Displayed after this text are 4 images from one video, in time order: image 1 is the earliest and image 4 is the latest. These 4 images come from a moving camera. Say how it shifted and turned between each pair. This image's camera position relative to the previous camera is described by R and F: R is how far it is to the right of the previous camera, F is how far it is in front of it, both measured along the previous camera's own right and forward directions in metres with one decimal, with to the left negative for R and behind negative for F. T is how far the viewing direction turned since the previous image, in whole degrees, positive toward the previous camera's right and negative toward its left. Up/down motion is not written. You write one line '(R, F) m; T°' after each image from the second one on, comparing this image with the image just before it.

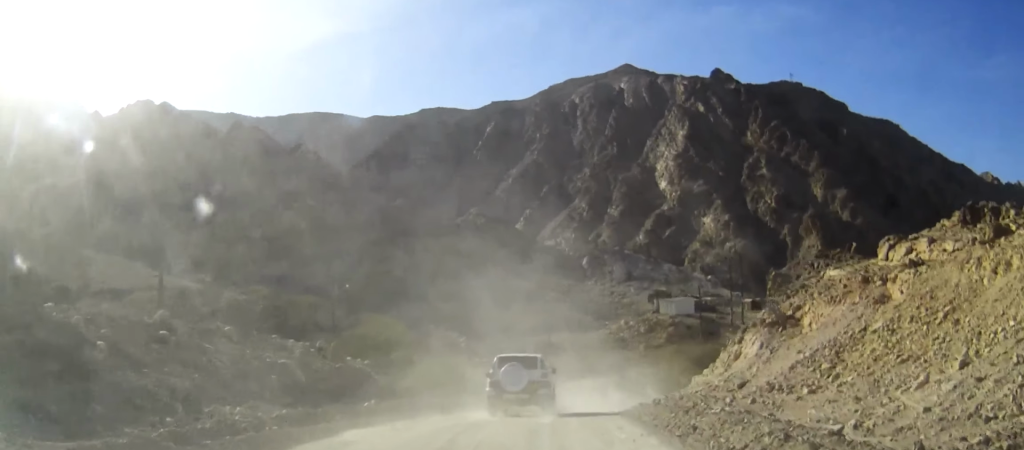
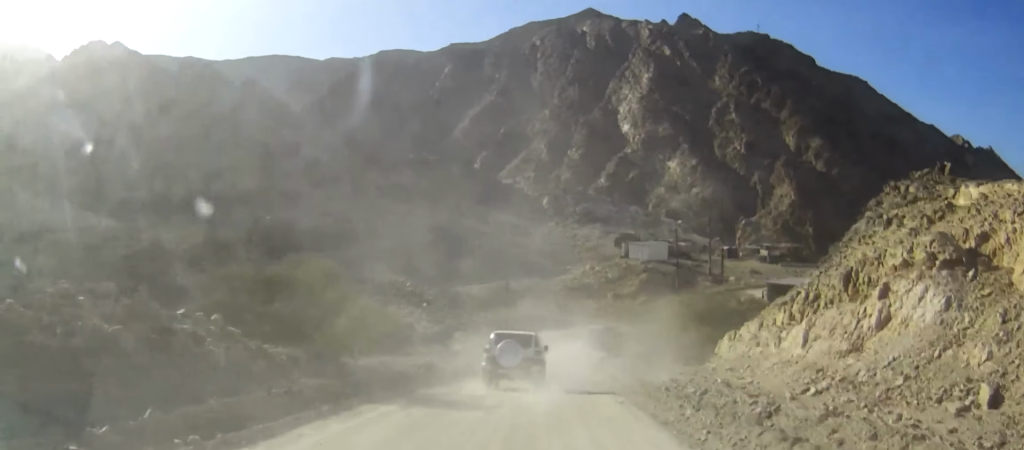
(+0.2, +9.0) m; +3°
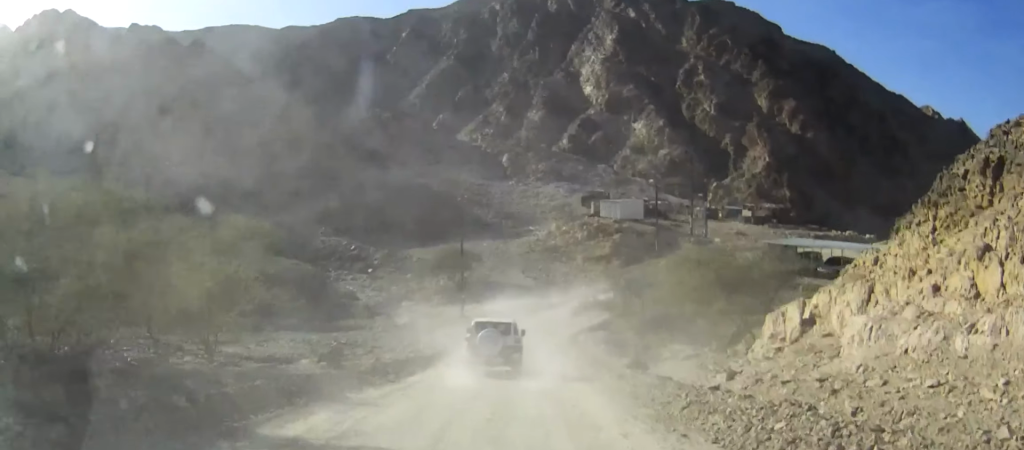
(+0.2, +9.2) m; +2°
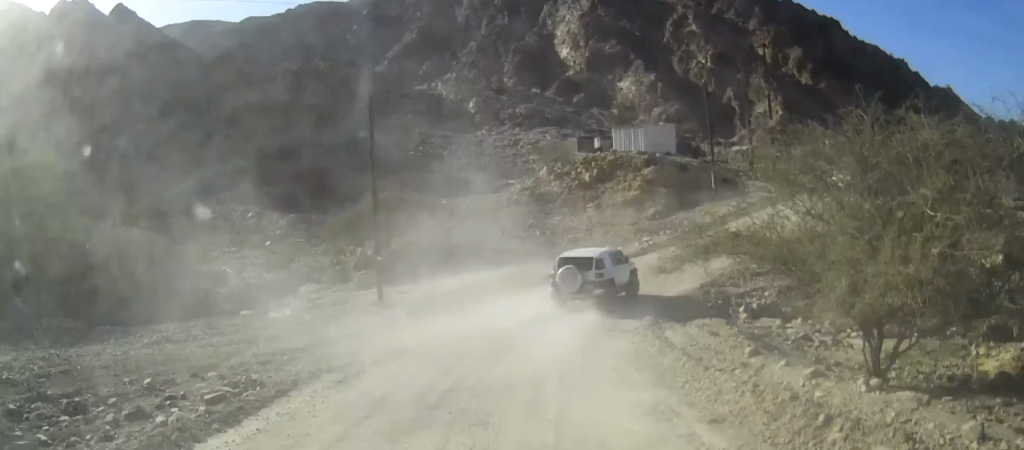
(+1.0, +27.9) m; +4°
